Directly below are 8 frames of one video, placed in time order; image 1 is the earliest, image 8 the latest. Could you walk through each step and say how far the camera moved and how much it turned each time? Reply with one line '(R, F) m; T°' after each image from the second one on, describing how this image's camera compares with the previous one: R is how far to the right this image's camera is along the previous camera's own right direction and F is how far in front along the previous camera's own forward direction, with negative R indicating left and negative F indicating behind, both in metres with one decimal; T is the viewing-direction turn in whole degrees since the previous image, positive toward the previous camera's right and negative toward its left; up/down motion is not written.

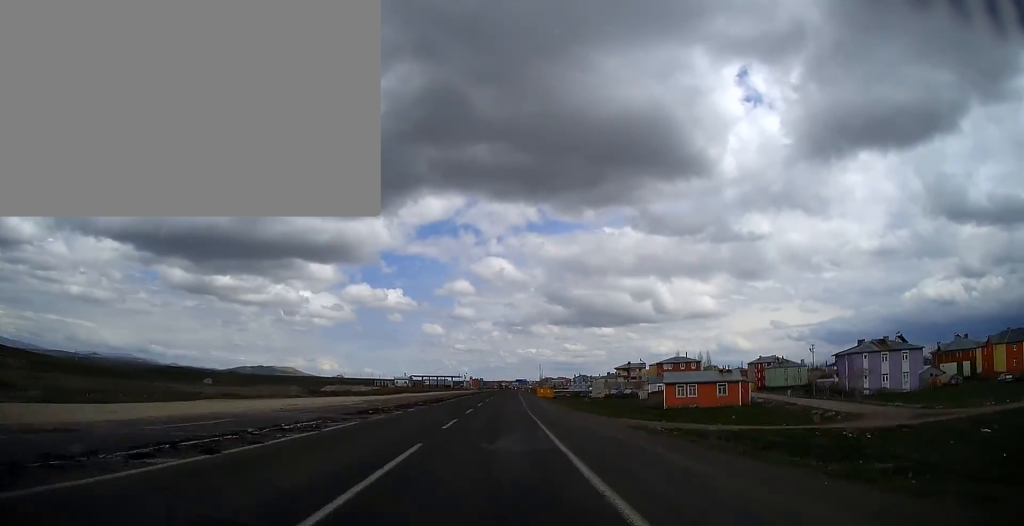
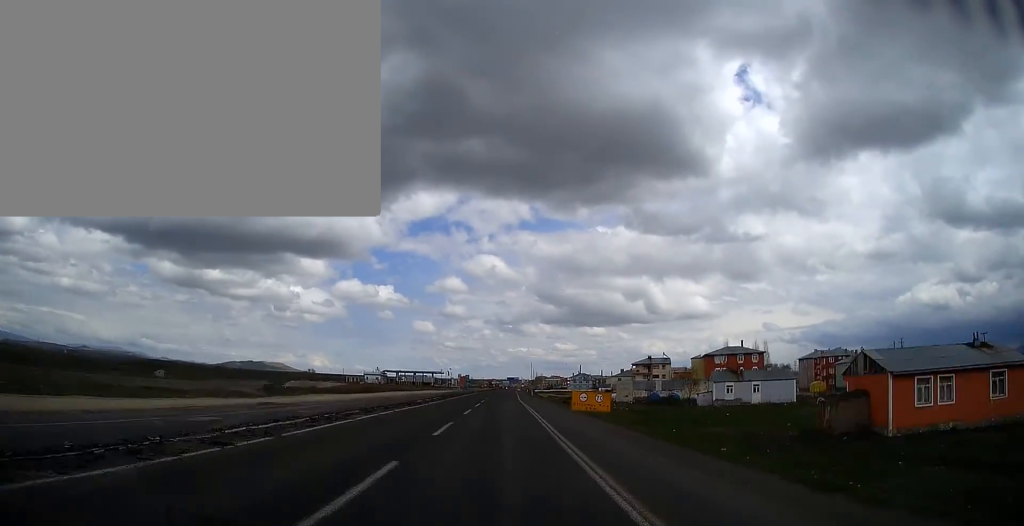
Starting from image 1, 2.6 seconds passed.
(+0.5, +52.1) m; +1°
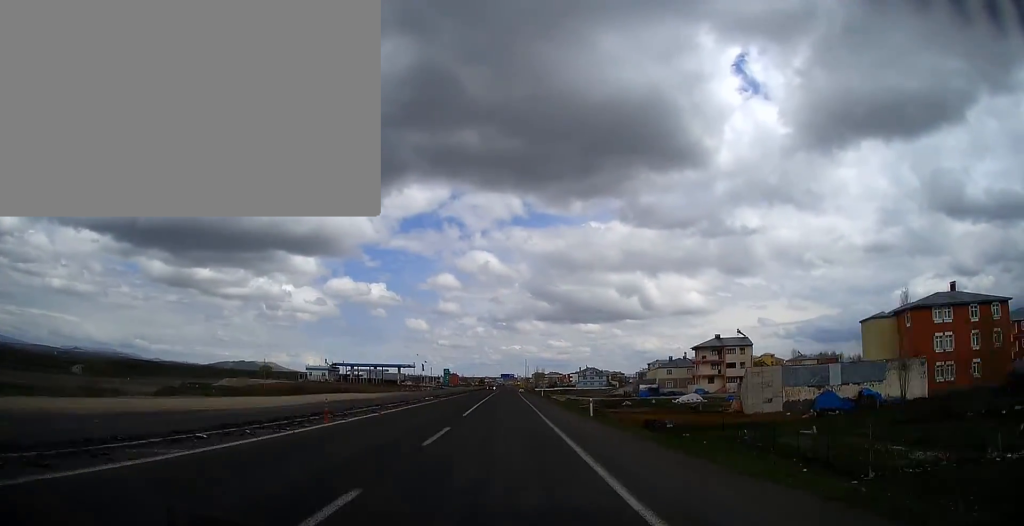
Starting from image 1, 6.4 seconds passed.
(+0.5, +73.7) m; +1°
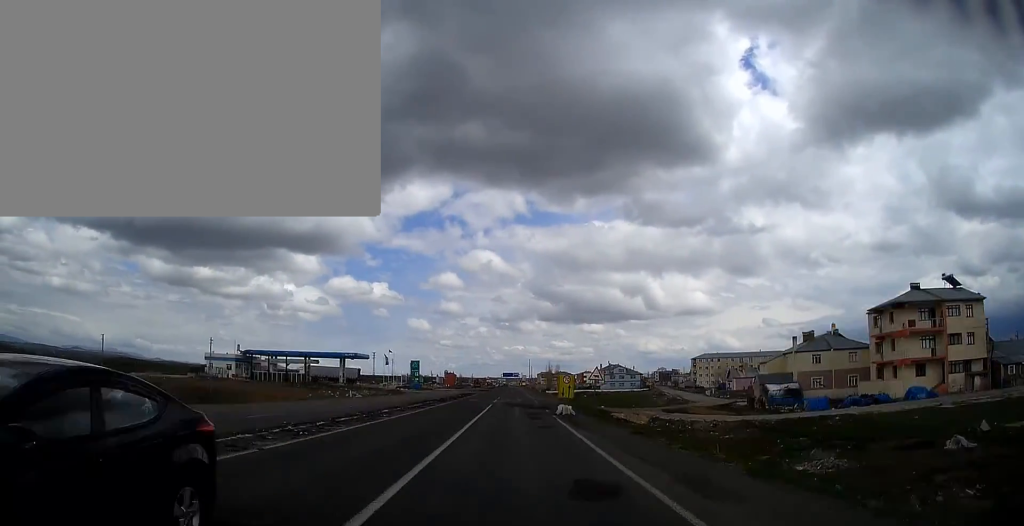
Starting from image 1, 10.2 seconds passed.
(+0.2, +73.5) m; +1°
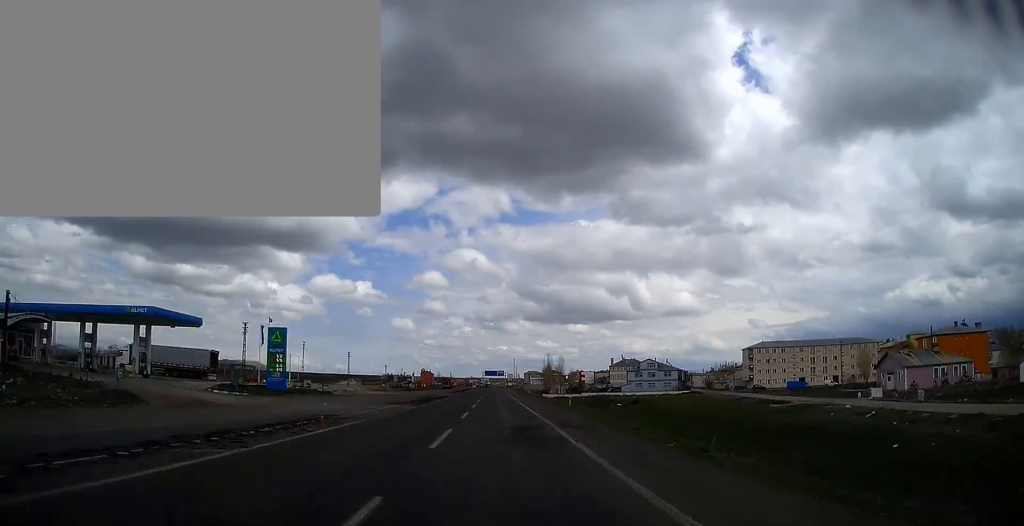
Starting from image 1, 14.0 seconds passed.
(+0.7, +73.7) m; 0°
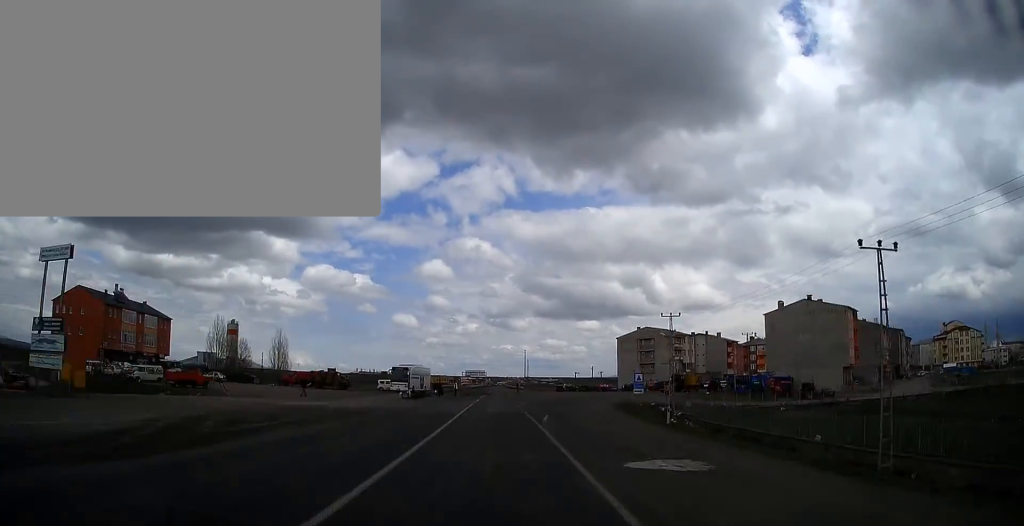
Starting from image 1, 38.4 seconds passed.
(-2.8, +492.3) m; 0°
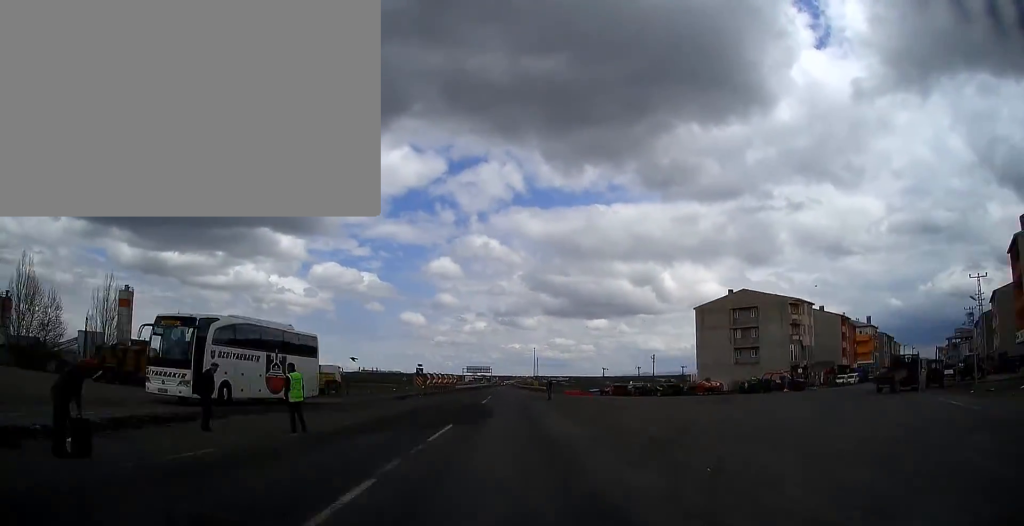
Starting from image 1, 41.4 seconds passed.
(0.0, +60.2) m; 0°
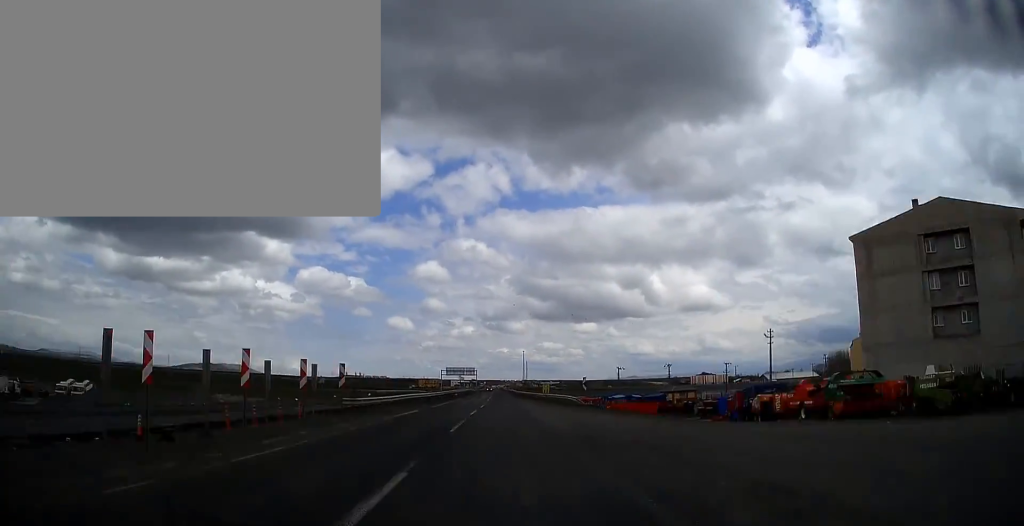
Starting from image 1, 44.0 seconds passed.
(0.0, +51.8) m; 0°
